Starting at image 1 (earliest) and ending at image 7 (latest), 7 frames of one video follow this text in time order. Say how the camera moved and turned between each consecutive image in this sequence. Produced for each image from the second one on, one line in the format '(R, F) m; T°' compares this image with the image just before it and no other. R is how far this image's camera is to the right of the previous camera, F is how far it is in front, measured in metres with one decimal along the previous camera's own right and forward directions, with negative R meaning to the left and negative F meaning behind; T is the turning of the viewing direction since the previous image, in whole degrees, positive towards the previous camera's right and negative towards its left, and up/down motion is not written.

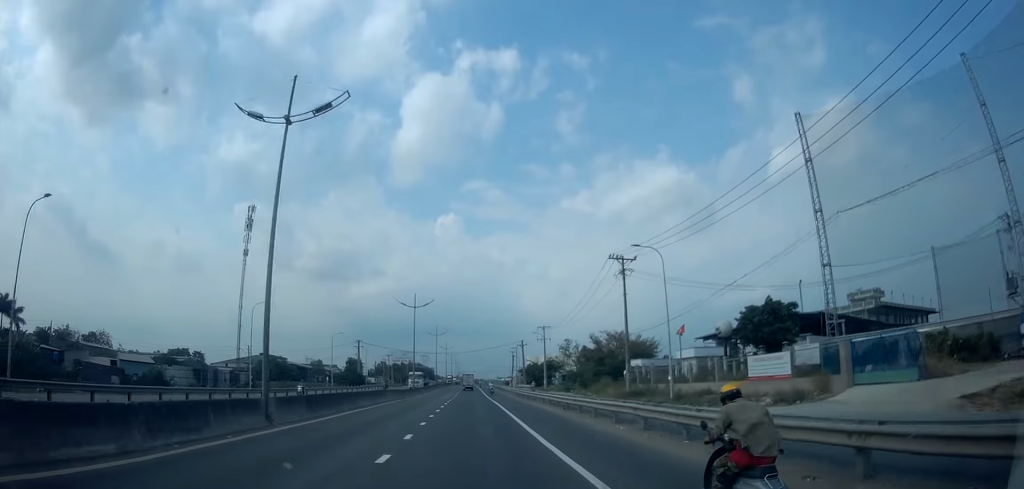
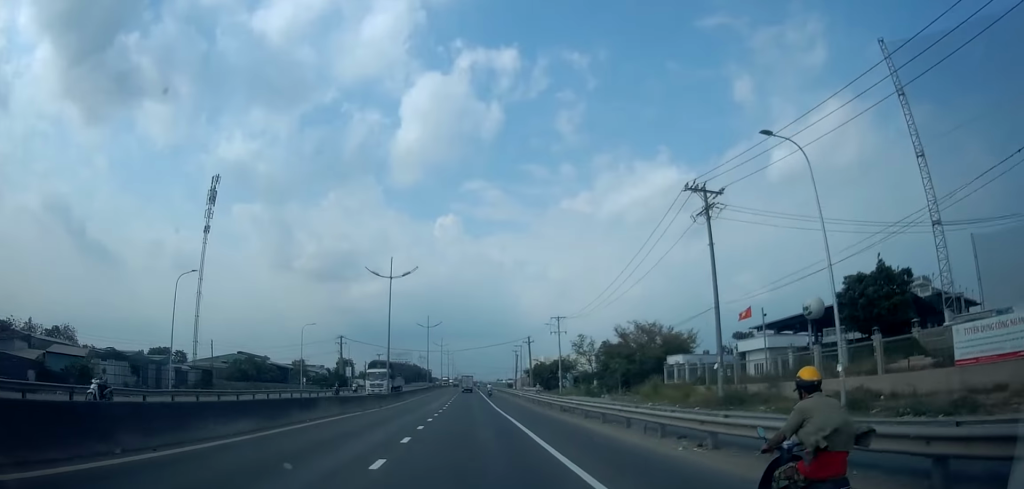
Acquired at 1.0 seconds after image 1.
(-0.1, +16.8) m; 0°
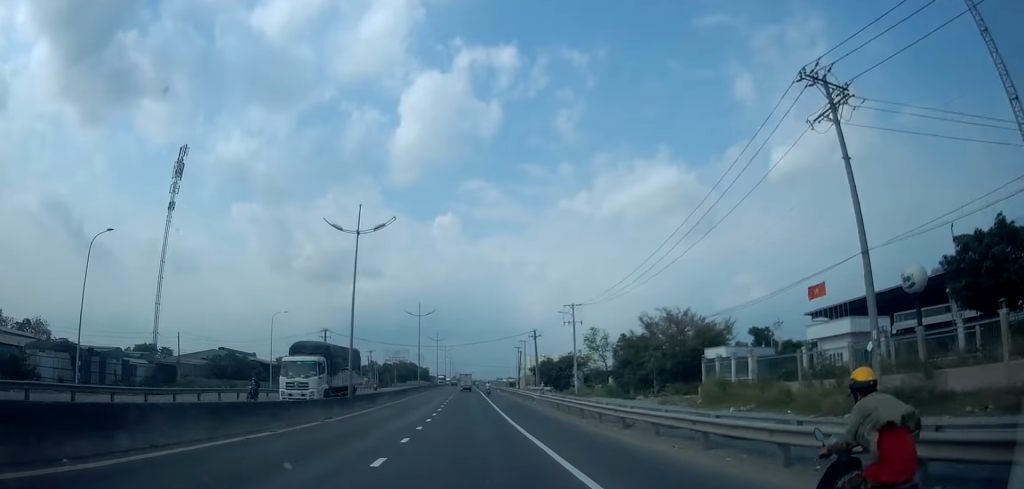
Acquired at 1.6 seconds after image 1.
(0.0, +11.8) m; -1°
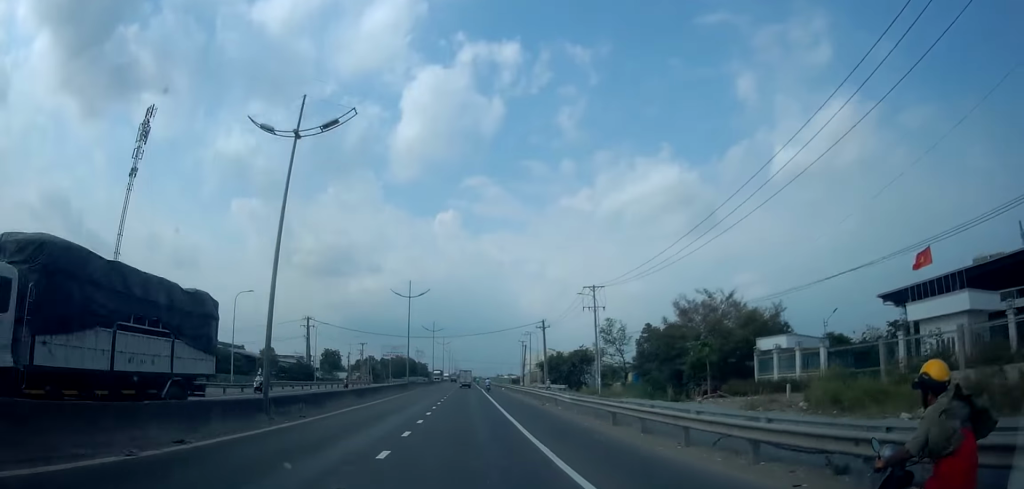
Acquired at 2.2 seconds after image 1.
(+0.1, +11.0) m; -1°
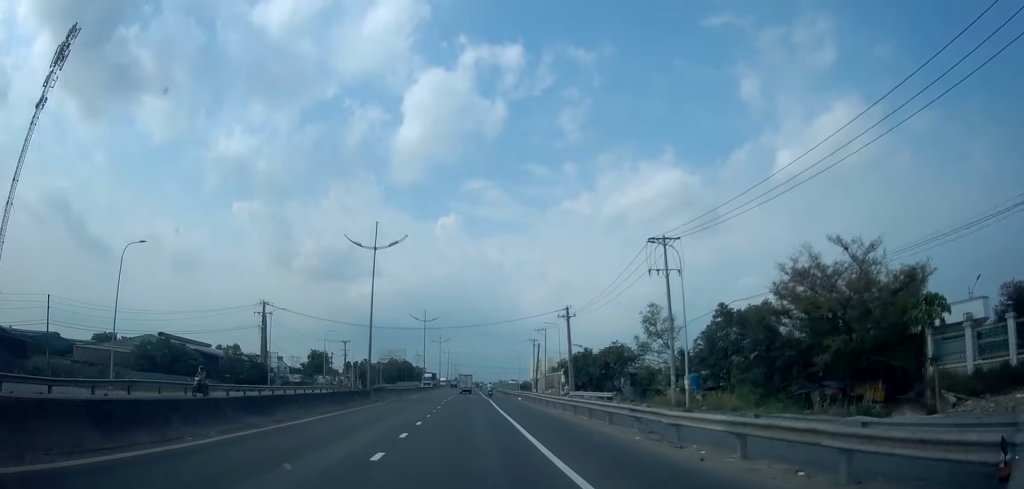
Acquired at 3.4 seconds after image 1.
(-0.5, +20.7) m; +1°
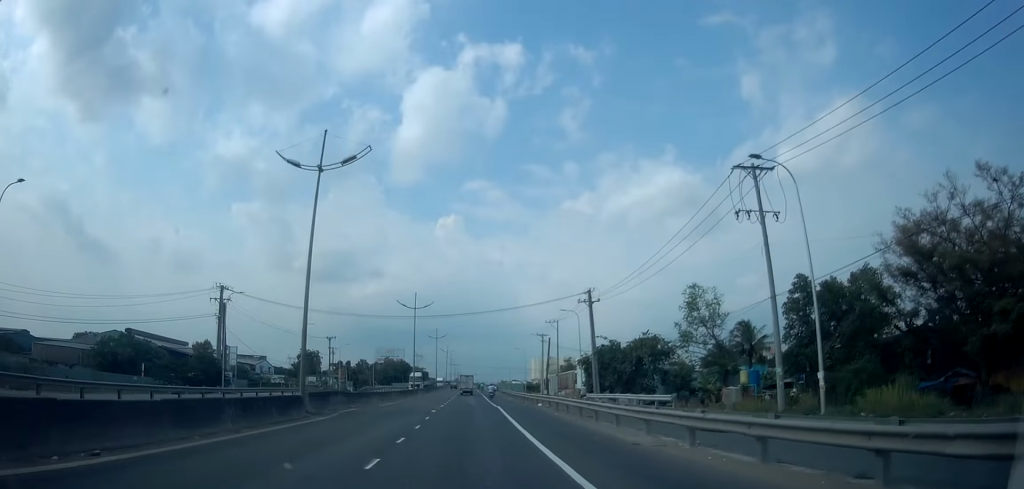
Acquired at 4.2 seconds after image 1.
(+0.5, +12.9) m; +2°
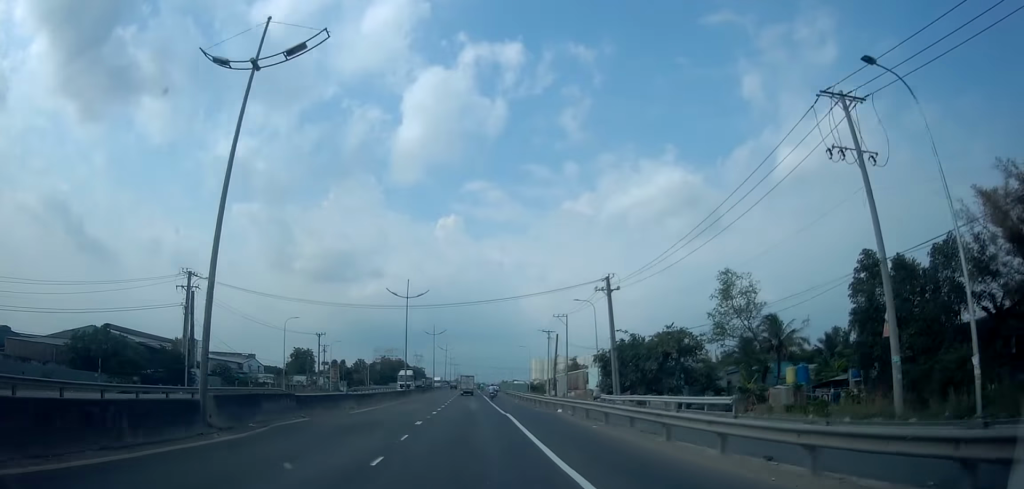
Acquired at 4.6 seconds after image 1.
(0.0, +7.4) m; 0°
